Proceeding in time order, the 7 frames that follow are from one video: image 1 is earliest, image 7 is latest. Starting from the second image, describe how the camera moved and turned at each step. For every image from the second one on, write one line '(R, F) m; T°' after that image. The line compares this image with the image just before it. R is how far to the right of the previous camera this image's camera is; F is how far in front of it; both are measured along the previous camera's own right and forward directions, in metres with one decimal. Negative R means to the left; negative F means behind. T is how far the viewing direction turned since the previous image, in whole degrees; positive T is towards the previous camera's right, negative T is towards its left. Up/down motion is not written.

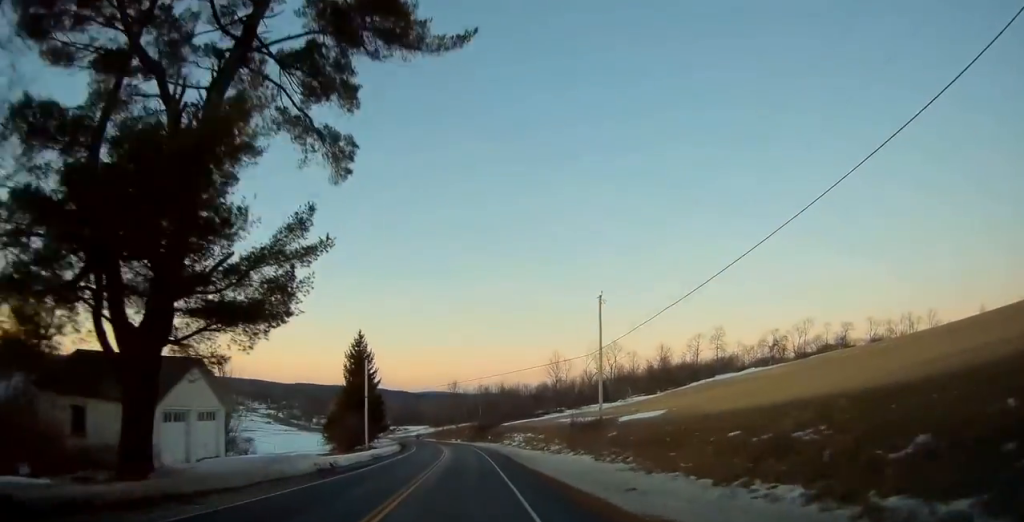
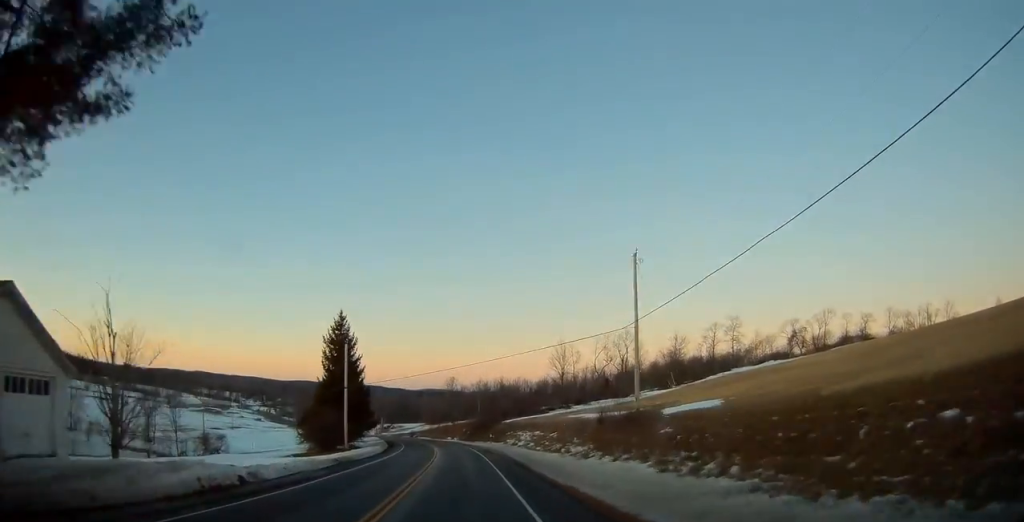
(0.0, +11.9) m; 0°
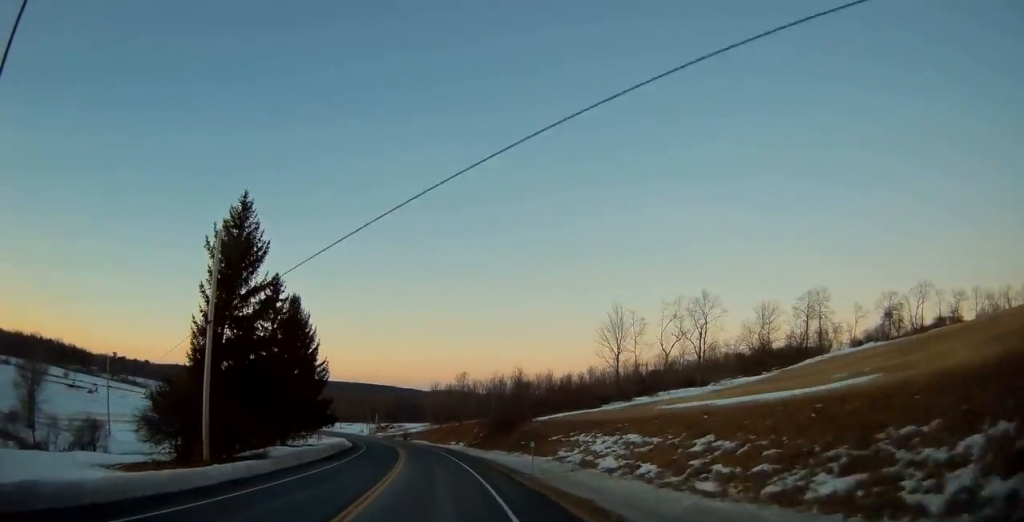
(+0.1, +37.9) m; -1°
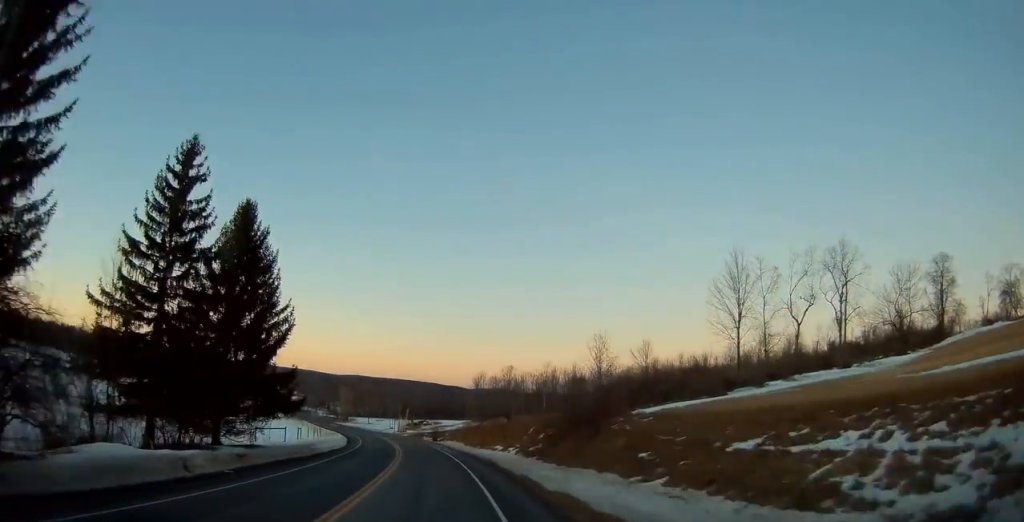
(-0.6, +27.5) m; -3°
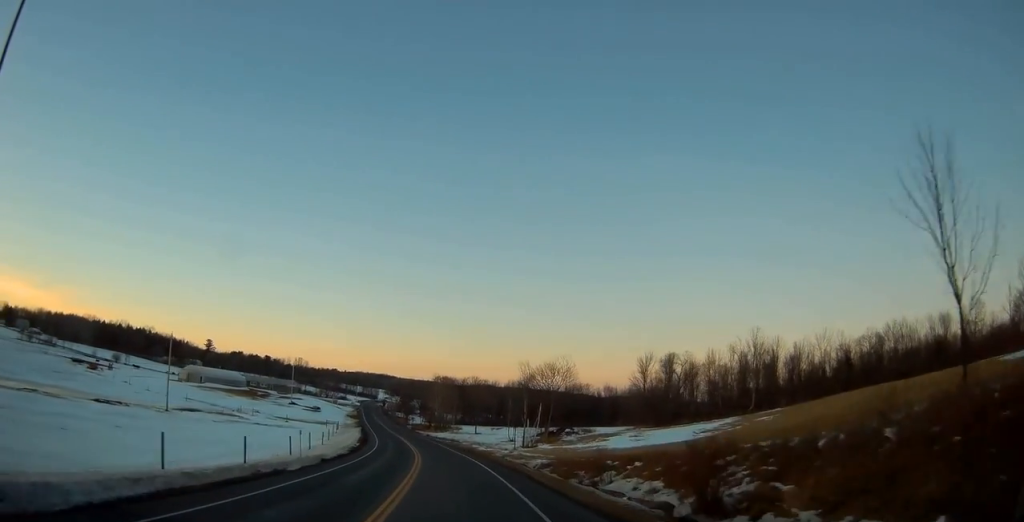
(-6.6, +70.7) m; -12°
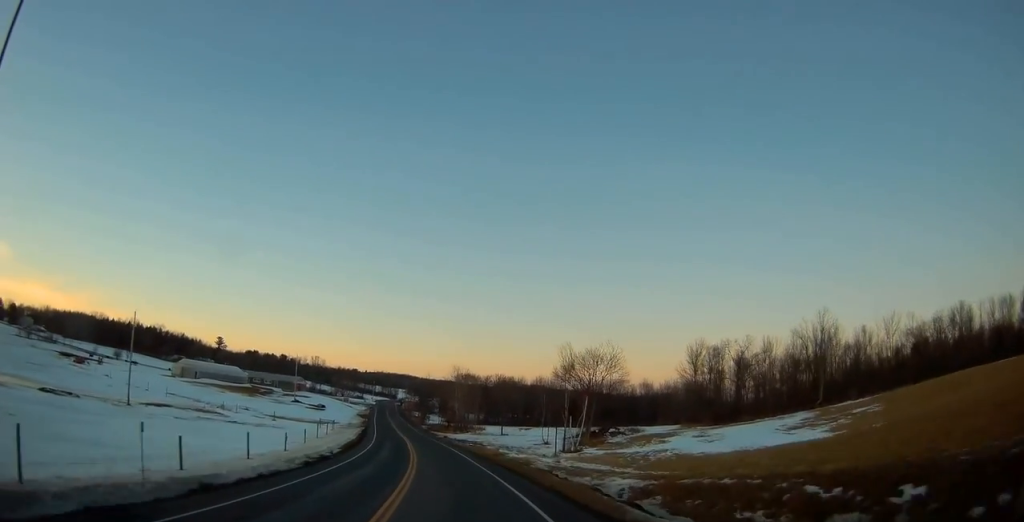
(-0.7, +17.9) m; -3°
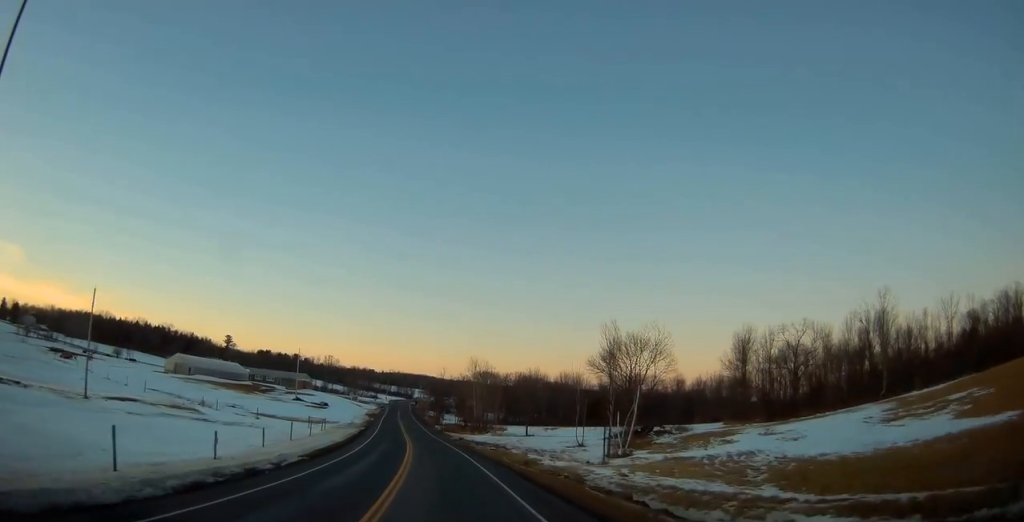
(-0.2, +13.9) m; -2°
